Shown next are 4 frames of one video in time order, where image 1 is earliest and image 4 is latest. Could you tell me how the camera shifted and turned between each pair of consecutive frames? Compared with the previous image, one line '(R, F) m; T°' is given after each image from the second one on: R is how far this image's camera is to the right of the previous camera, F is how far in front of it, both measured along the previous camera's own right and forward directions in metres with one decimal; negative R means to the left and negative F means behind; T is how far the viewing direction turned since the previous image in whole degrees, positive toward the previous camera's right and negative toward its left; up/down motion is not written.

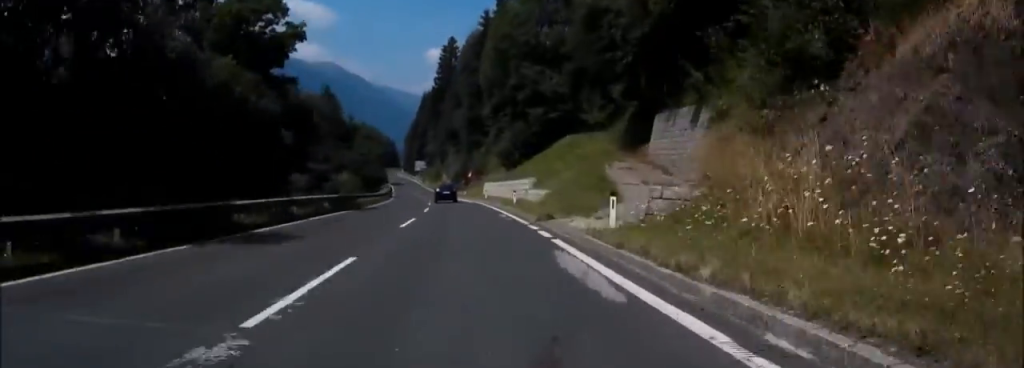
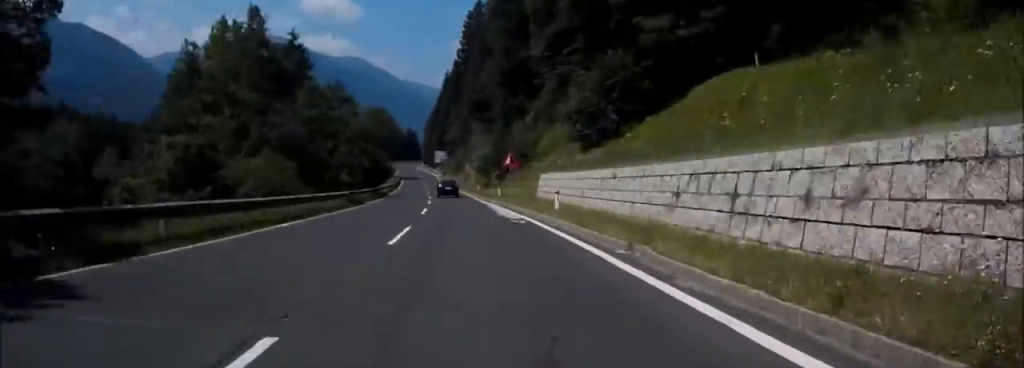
(-0.4, +37.8) m; -2°
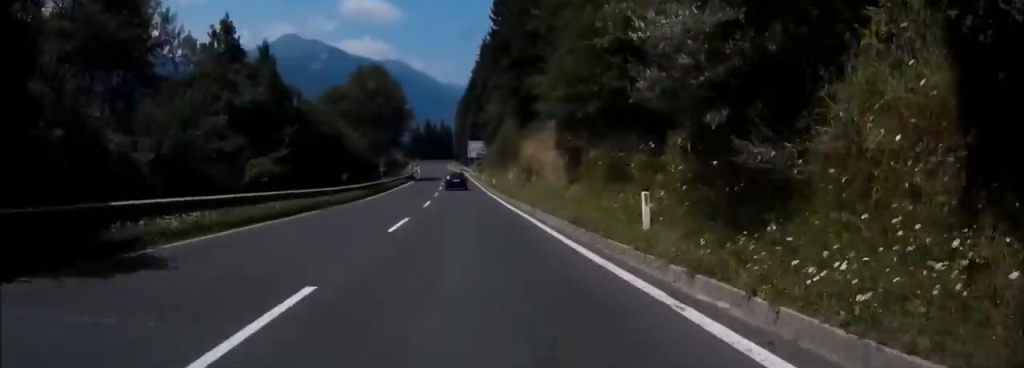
(-1.5, +57.1) m; -3°
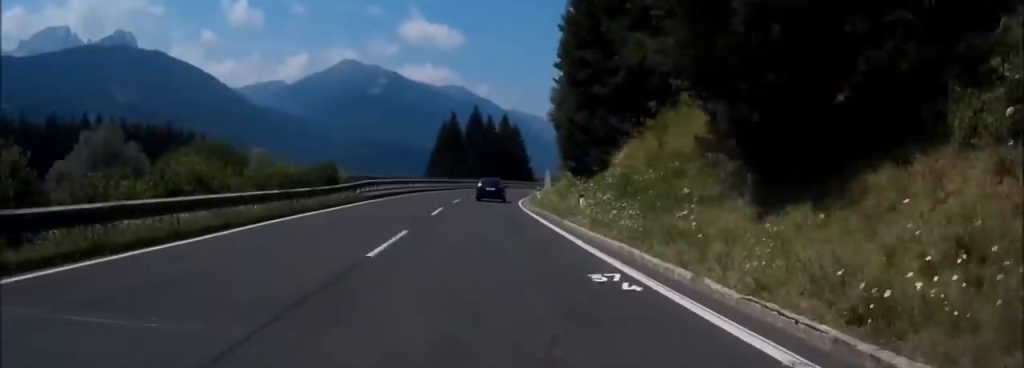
(-6.0, +149.7) m; -3°
